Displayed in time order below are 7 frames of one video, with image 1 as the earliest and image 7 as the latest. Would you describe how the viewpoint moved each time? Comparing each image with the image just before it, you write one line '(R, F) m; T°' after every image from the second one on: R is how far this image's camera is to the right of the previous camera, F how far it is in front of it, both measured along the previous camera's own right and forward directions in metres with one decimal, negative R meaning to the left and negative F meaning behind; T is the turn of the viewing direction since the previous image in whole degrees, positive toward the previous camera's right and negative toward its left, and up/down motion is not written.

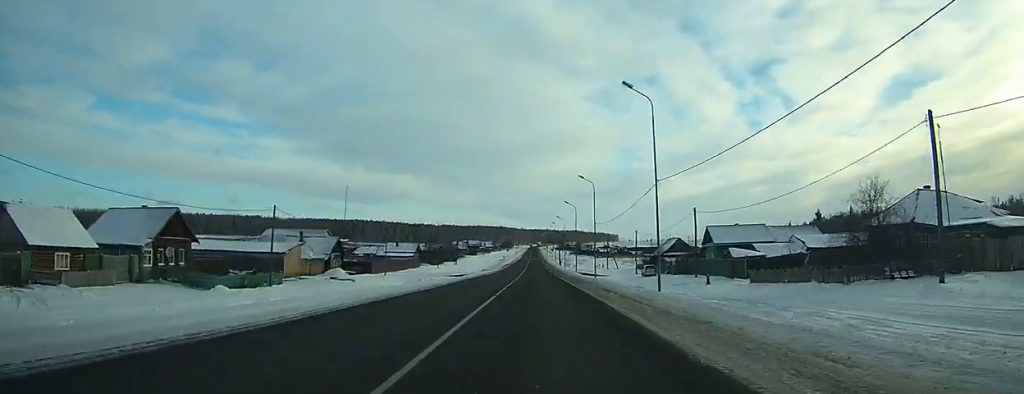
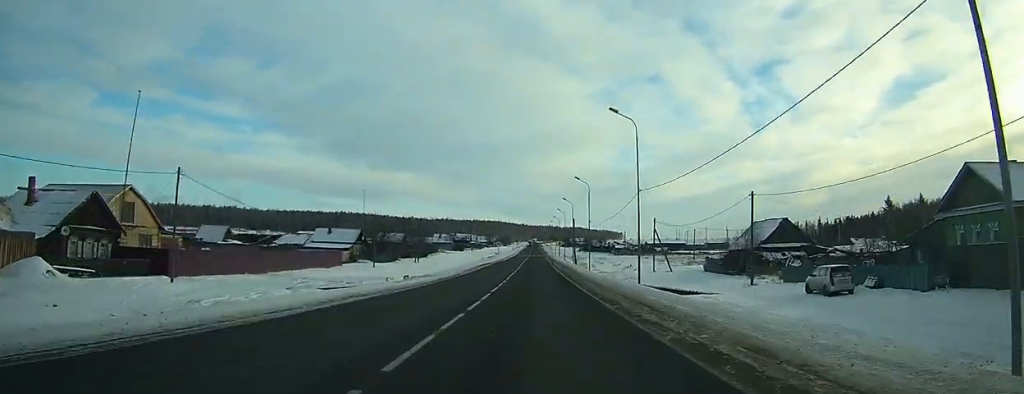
(+0.1, +51.3) m; 0°
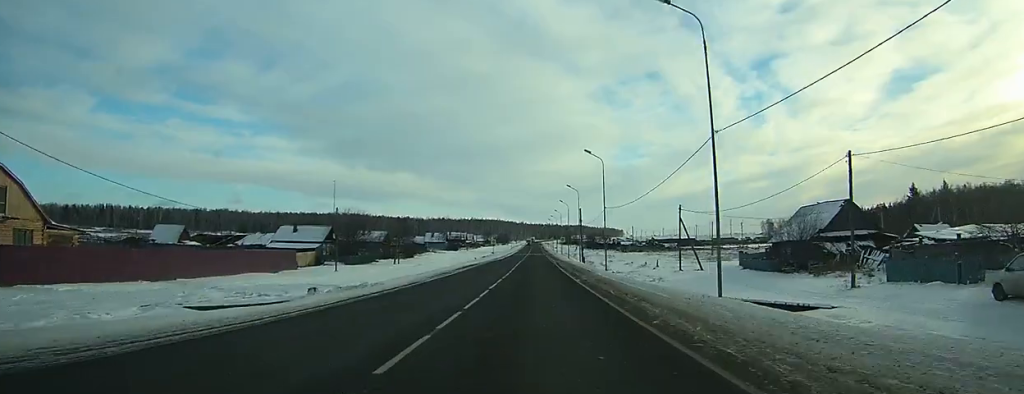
(0.0, +14.4) m; 0°
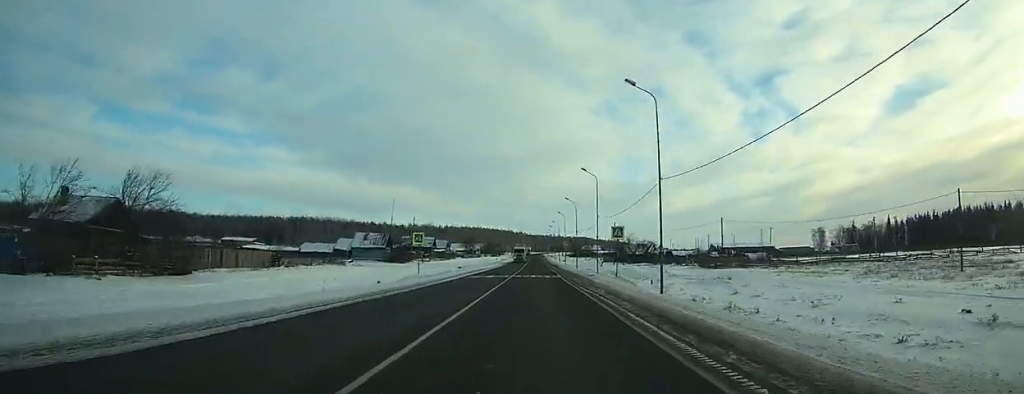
(-0.6, +84.9) m; -1°
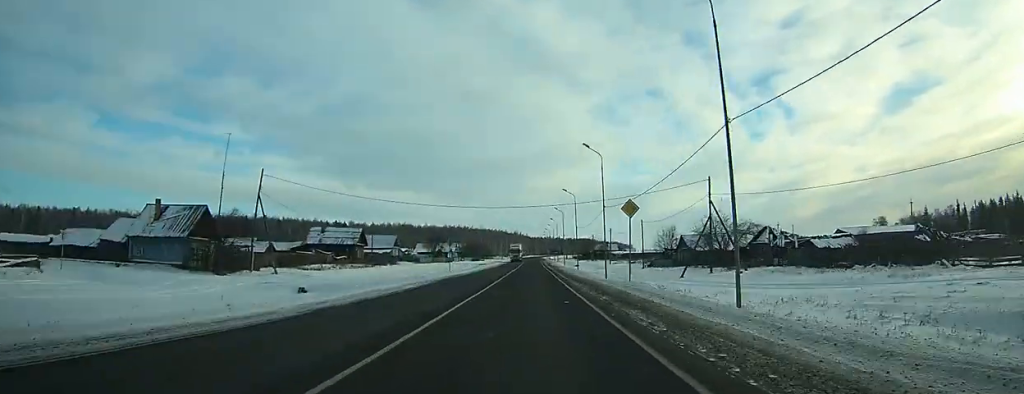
(0.0, +74.8) m; 0°
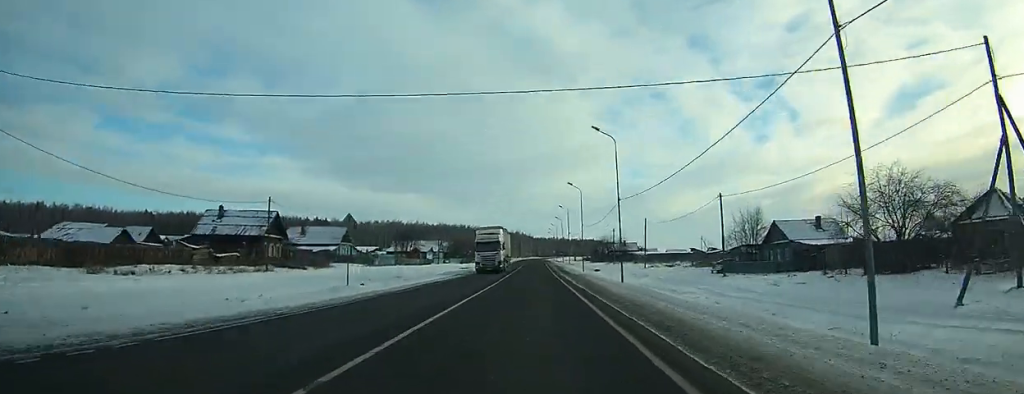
(0.0, +34.8) m; 0°
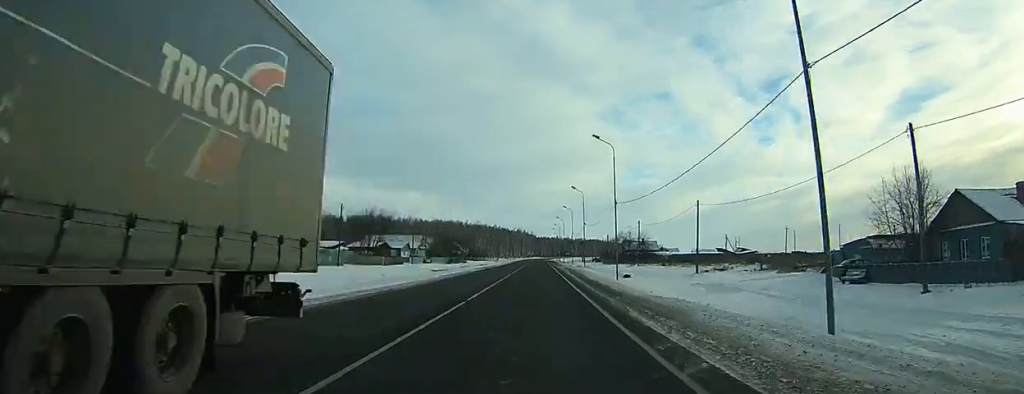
(-0.1, +25.5) m; 0°
